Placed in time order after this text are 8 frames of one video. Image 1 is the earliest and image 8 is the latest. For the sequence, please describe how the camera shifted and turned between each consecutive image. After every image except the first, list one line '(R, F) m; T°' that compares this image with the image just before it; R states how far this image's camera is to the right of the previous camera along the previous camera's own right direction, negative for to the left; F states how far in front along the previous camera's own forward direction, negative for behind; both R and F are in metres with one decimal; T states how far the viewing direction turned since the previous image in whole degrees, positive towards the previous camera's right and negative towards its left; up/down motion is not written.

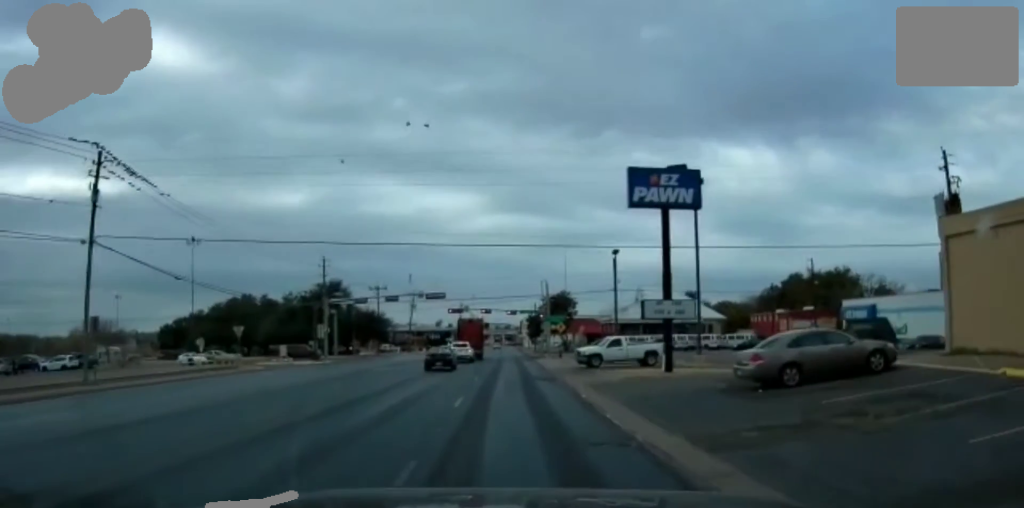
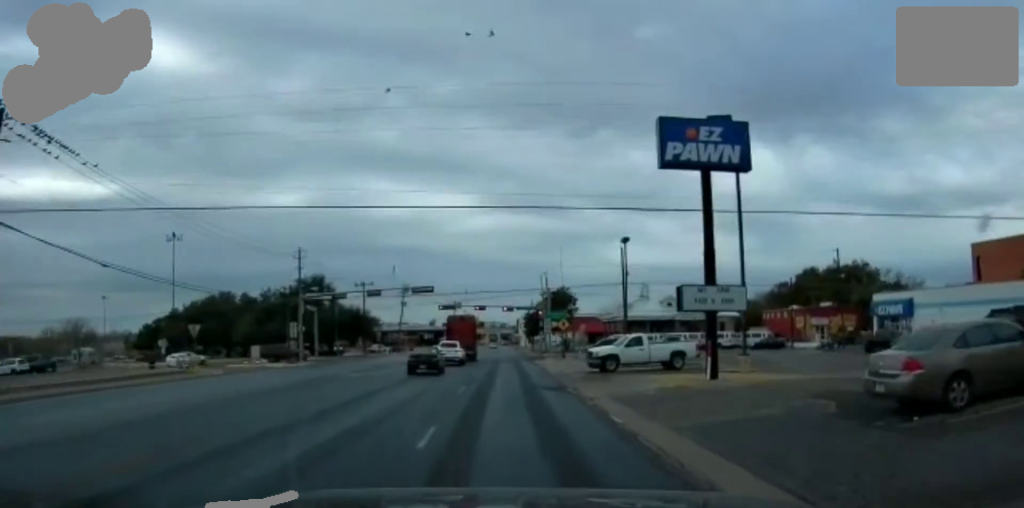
(+0.1, +7.8) m; +2°
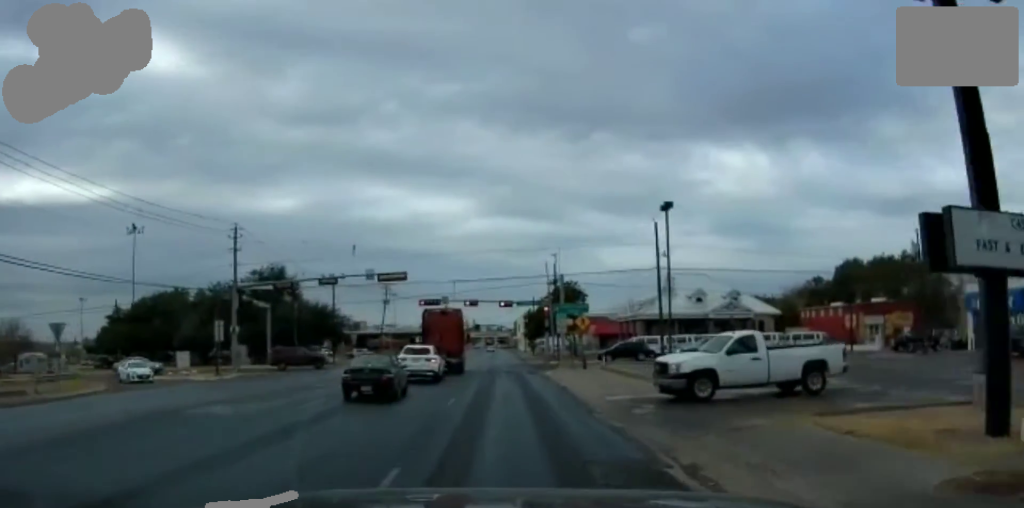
(+0.6, +16.3) m; -1°
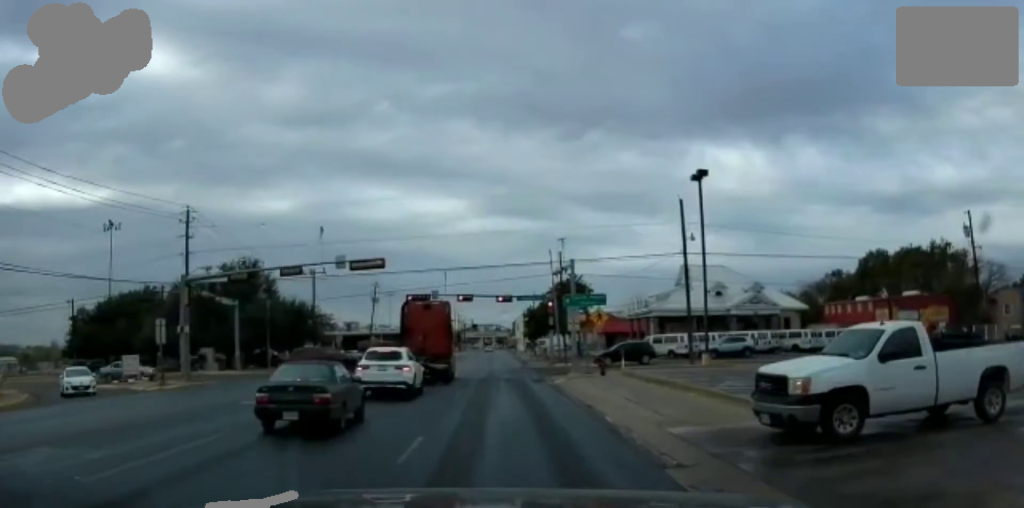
(-0.4, +8.9) m; -1°
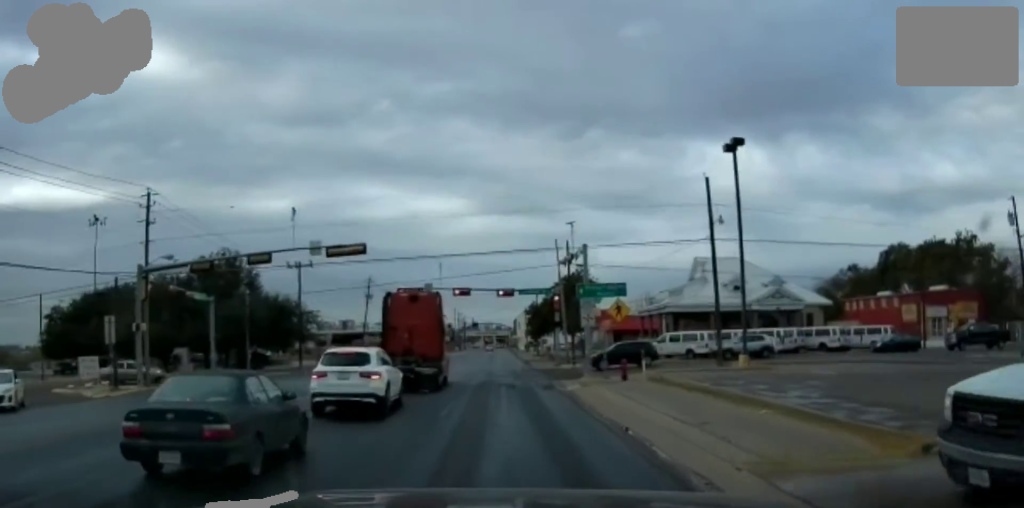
(+0.1, +5.7) m; 0°
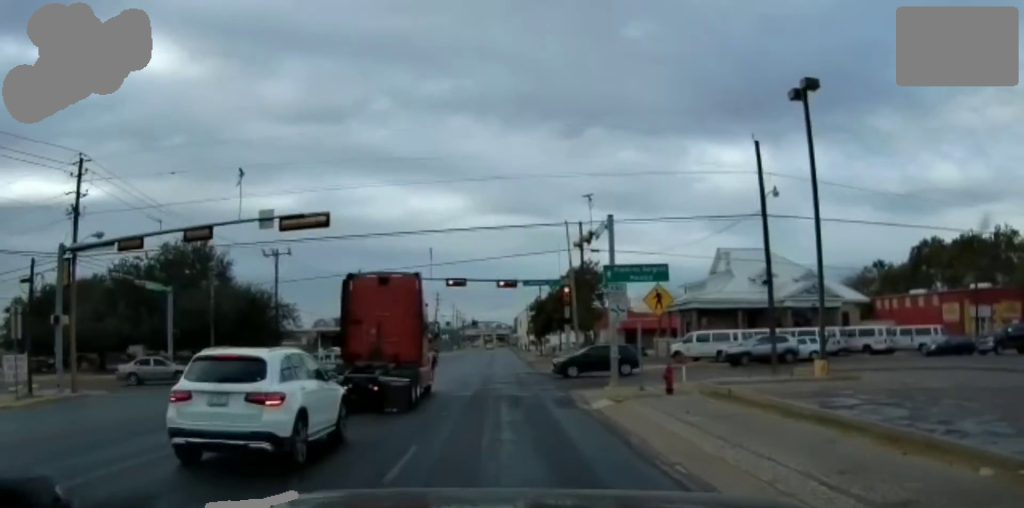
(+0.1, +8.1) m; 0°
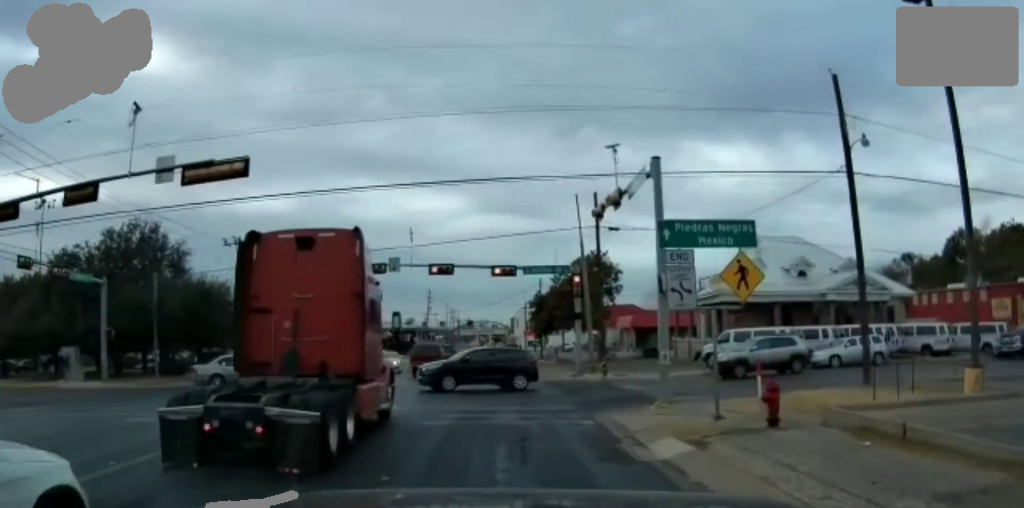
(0.0, +9.5) m; +3°
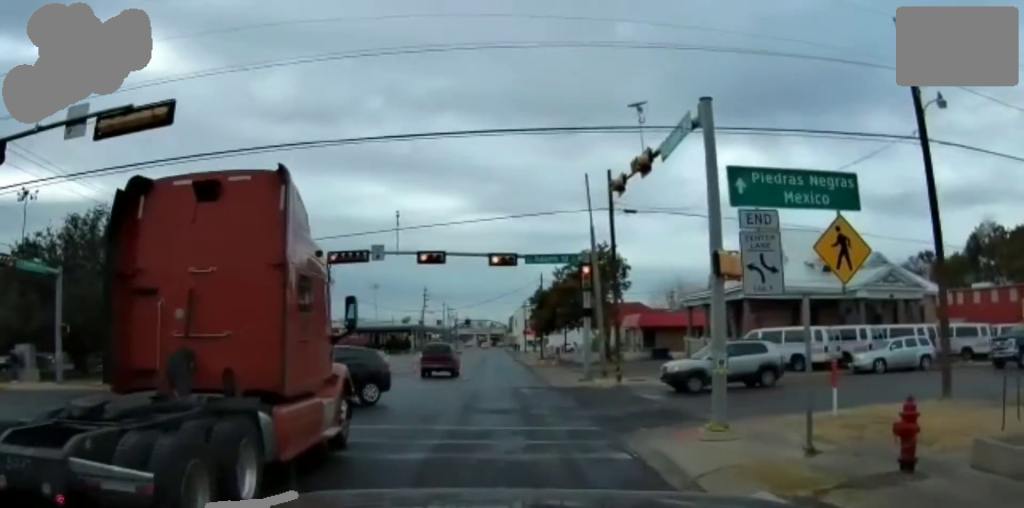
(+0.1, +5.7) m; +1°
